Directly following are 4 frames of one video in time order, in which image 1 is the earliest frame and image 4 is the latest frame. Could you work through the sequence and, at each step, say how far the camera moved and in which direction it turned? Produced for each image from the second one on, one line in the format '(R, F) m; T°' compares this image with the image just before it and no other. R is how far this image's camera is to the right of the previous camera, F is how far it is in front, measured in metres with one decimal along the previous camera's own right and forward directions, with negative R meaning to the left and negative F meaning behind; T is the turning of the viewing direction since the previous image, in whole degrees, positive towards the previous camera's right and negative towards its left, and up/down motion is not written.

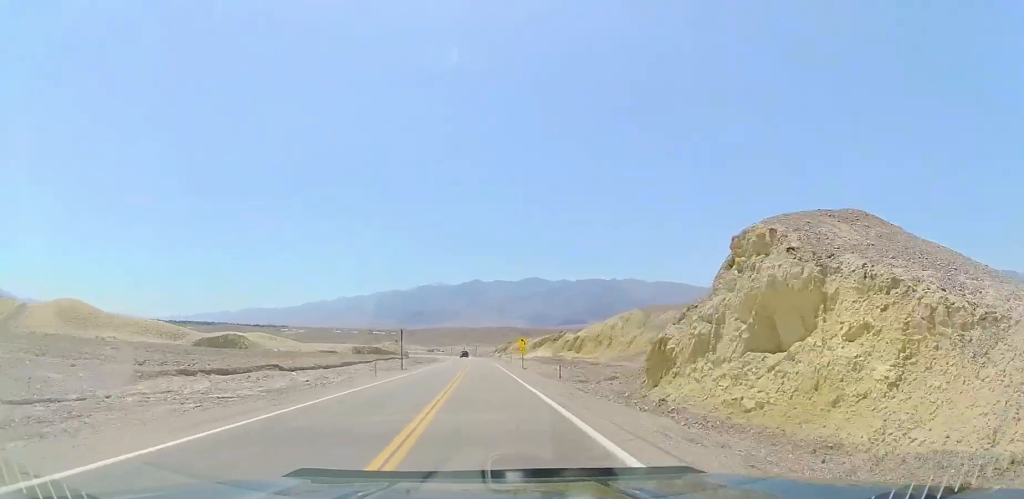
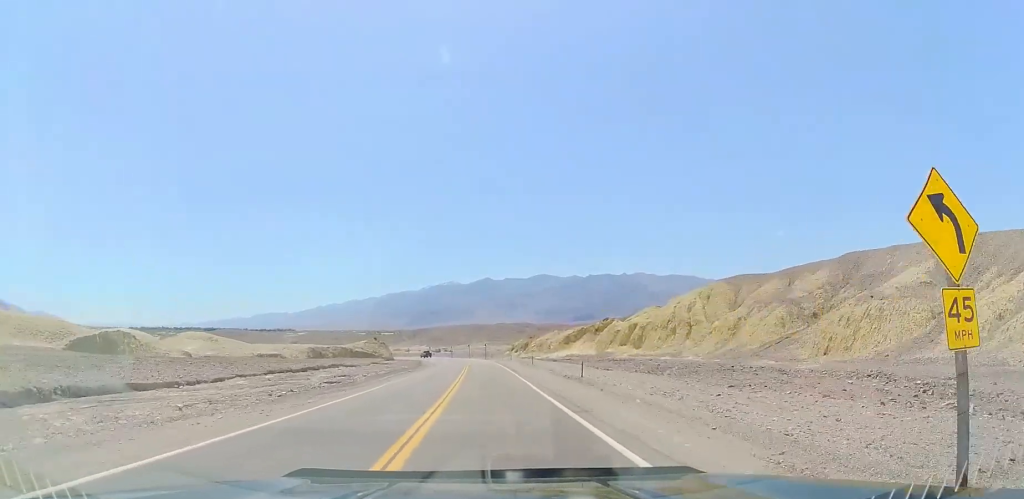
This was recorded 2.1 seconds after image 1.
(-1.3, +55.0) m; -3°
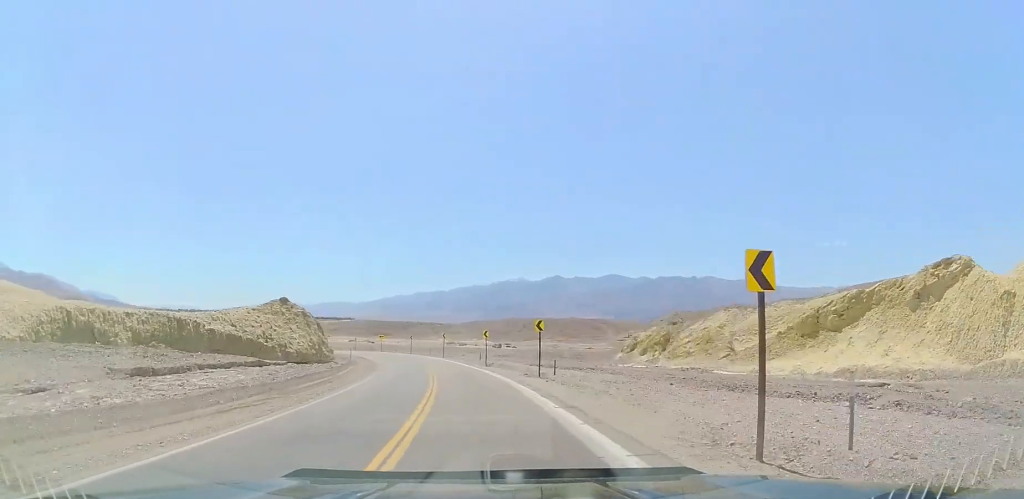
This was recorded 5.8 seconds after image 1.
(-0.7, +94.3) m; -4°
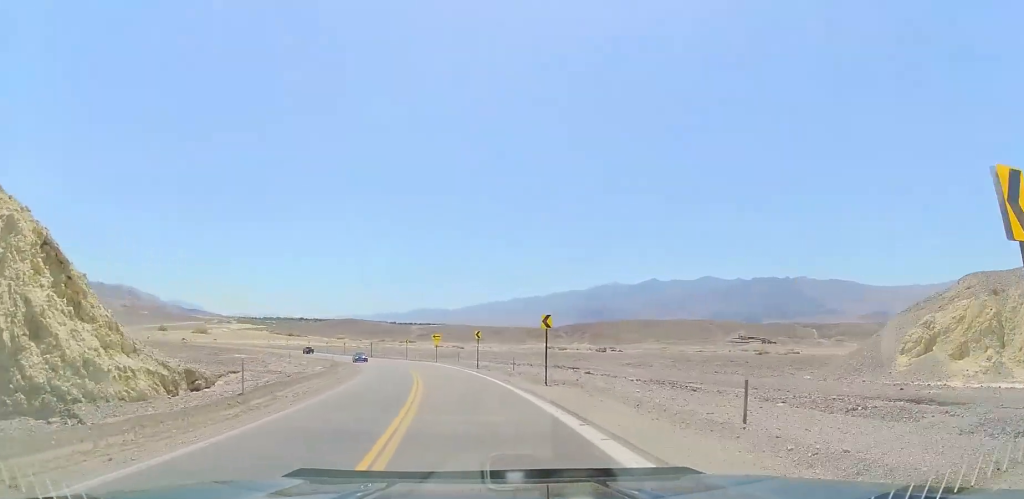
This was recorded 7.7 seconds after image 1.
(-3.8, +46.2) m; -11°
